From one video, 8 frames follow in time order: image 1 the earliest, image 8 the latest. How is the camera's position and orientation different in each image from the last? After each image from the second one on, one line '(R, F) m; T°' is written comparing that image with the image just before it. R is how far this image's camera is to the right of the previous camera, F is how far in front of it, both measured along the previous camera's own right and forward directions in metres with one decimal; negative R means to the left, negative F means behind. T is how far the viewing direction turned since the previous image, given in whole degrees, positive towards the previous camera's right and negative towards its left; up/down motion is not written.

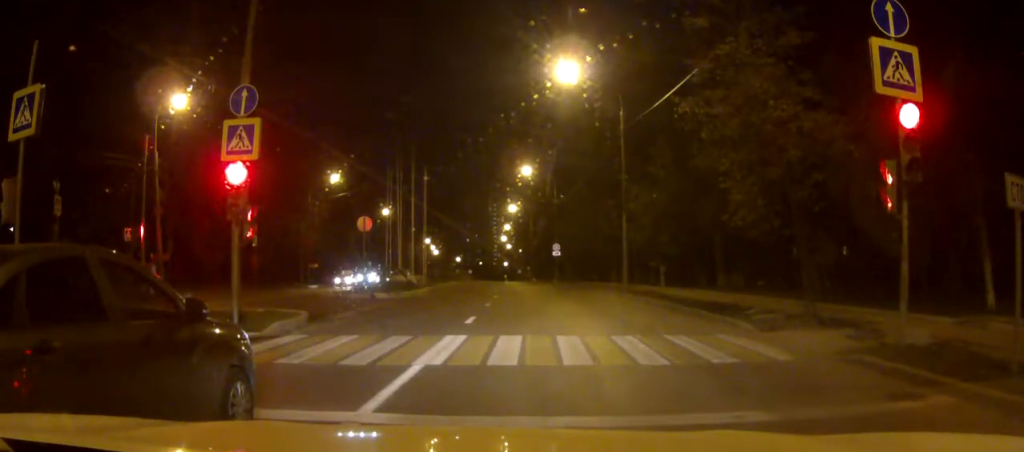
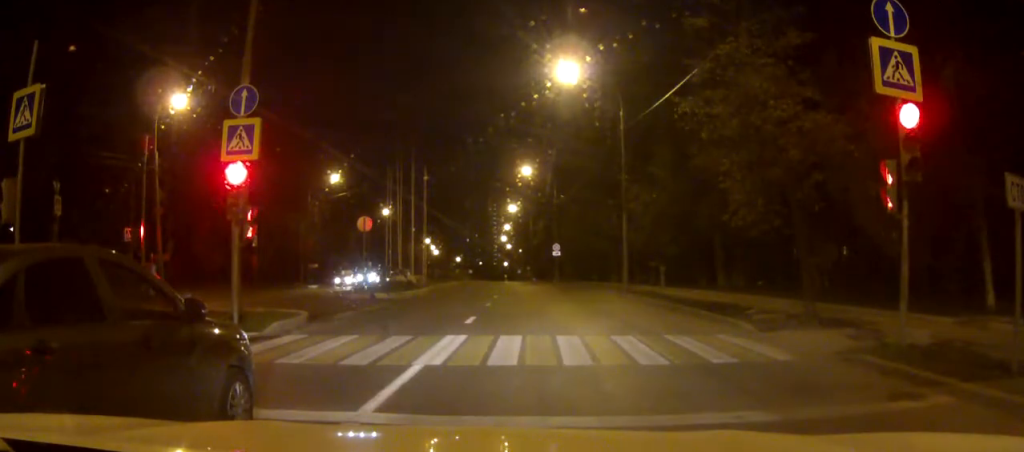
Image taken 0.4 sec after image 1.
(0.0, 0.0) m; 0°
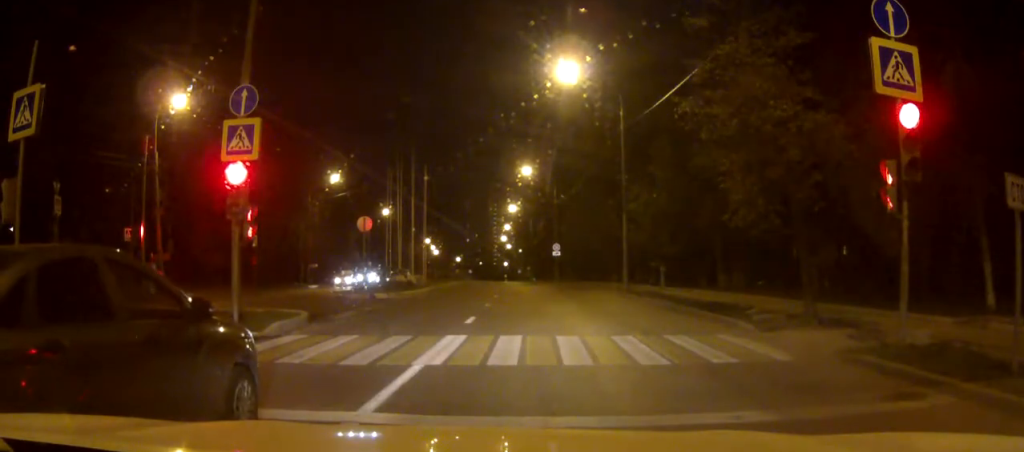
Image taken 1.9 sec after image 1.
(-0.1, +0.2) m; 0°
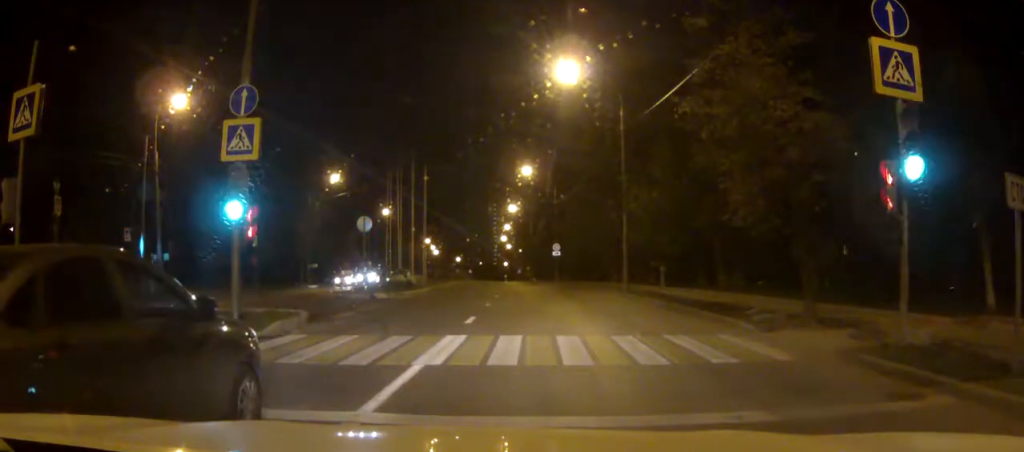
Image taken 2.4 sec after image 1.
(0.0, 0.0) m; 0°
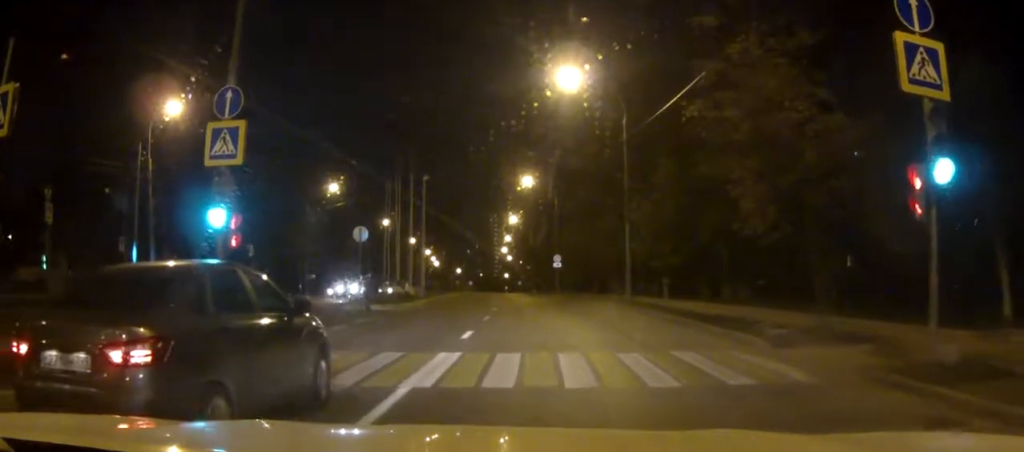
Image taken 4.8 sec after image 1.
(-0.1, +0.3) m; 0°
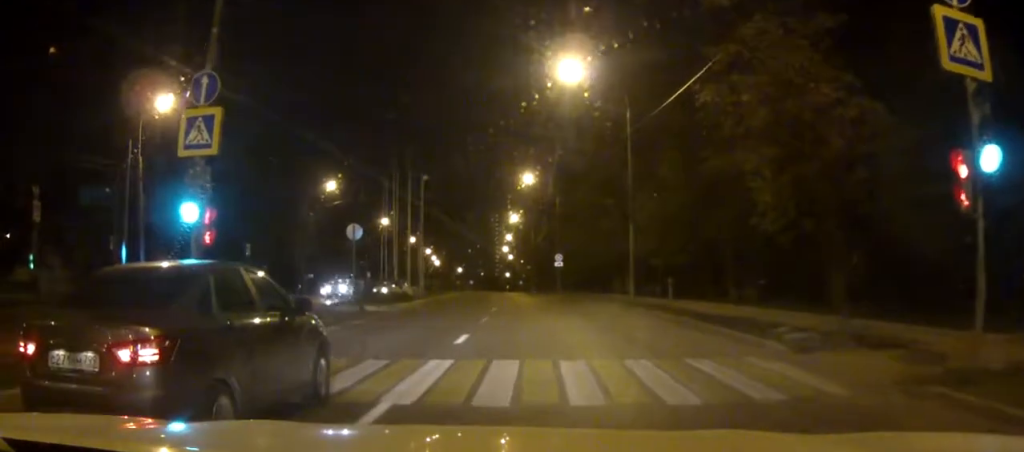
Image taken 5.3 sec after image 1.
(-0.1, +0.8) m; 0°
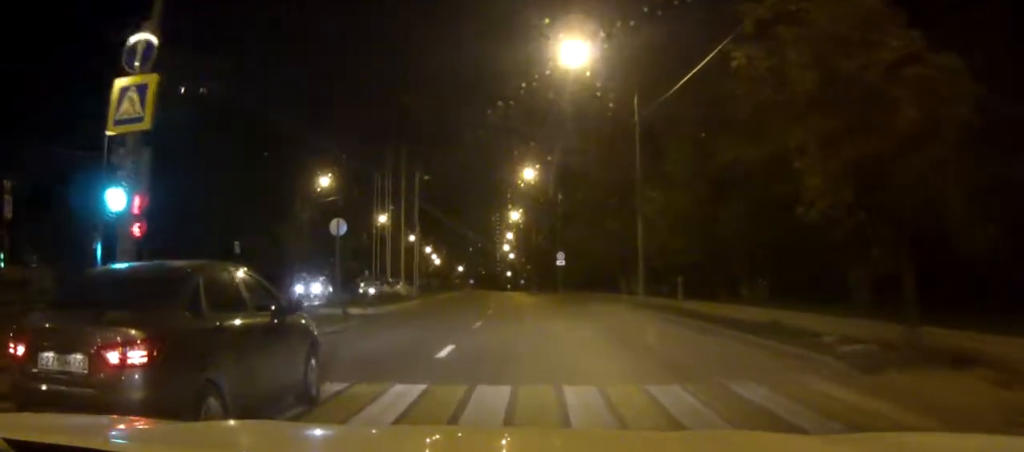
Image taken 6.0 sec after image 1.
(-0.1, +1.7) m; 0°
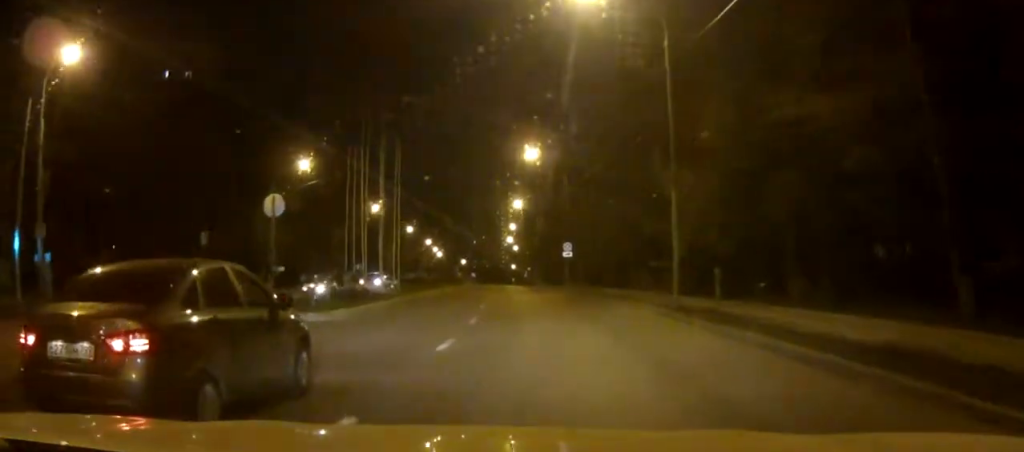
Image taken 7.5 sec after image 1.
(+0.2, +7.4) m; +2°
